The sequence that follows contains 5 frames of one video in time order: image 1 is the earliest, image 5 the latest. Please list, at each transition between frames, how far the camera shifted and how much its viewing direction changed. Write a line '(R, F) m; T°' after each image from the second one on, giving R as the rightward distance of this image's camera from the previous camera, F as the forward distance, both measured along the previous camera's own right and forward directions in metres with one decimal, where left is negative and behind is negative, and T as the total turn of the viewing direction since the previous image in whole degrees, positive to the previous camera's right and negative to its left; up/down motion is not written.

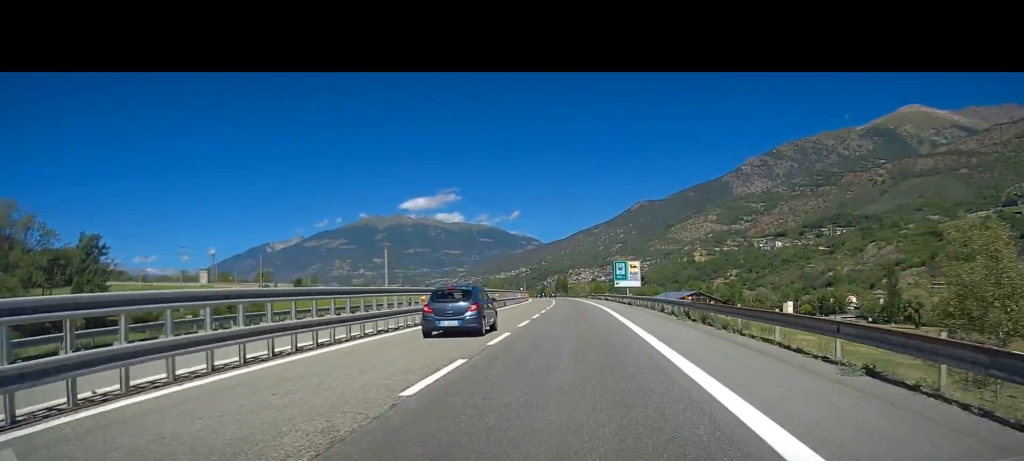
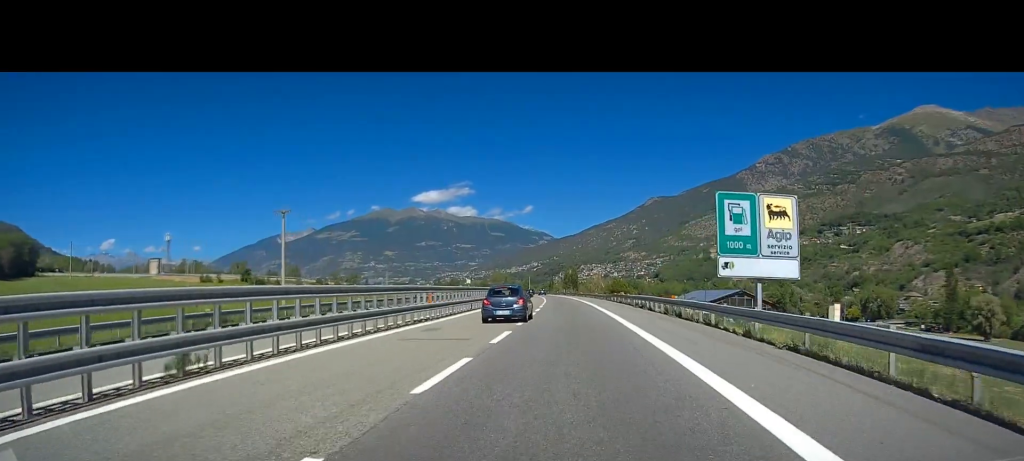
(-0.1, +40.7) m; 0°
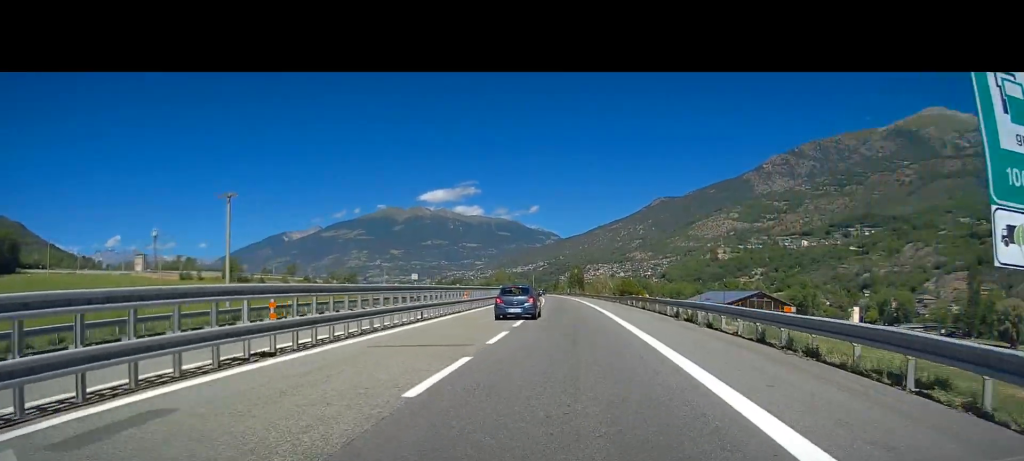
(0.0, +12.8) m; 0°
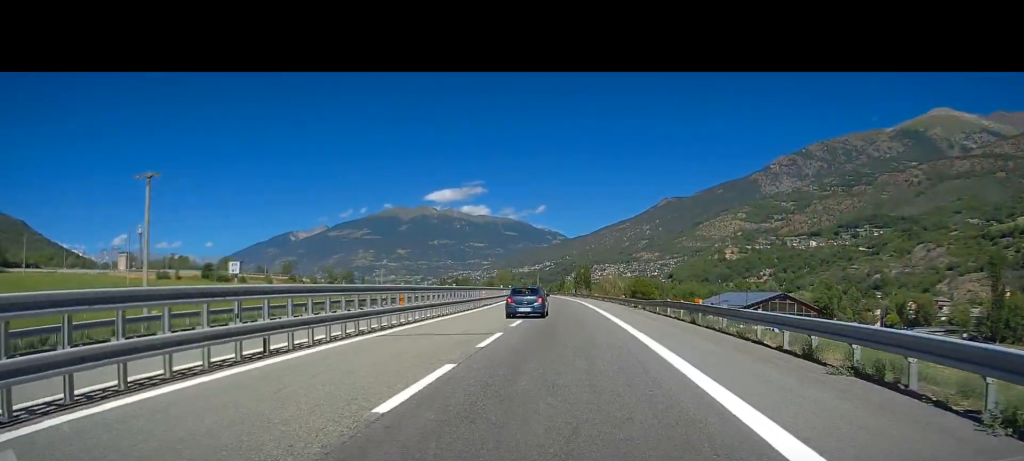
(-0.1, +15.8) m; -1°
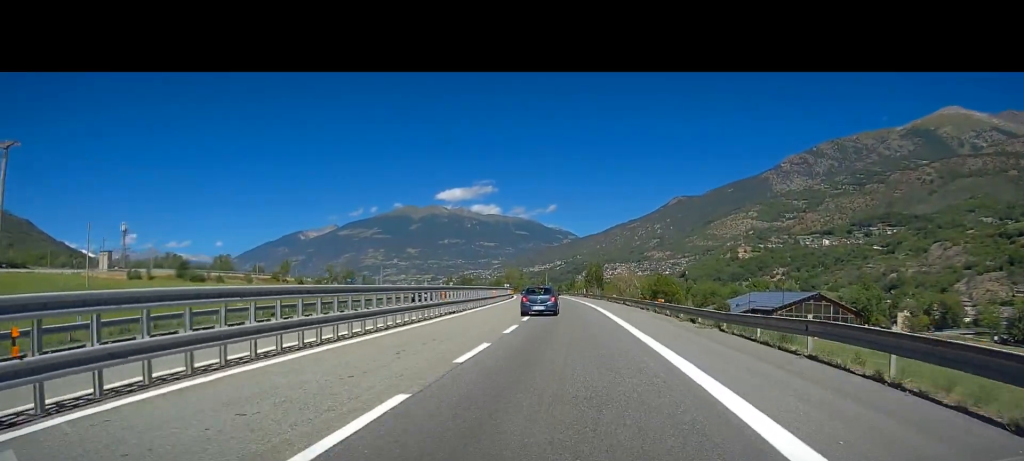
(-0.1, +20.5) m; -1°
